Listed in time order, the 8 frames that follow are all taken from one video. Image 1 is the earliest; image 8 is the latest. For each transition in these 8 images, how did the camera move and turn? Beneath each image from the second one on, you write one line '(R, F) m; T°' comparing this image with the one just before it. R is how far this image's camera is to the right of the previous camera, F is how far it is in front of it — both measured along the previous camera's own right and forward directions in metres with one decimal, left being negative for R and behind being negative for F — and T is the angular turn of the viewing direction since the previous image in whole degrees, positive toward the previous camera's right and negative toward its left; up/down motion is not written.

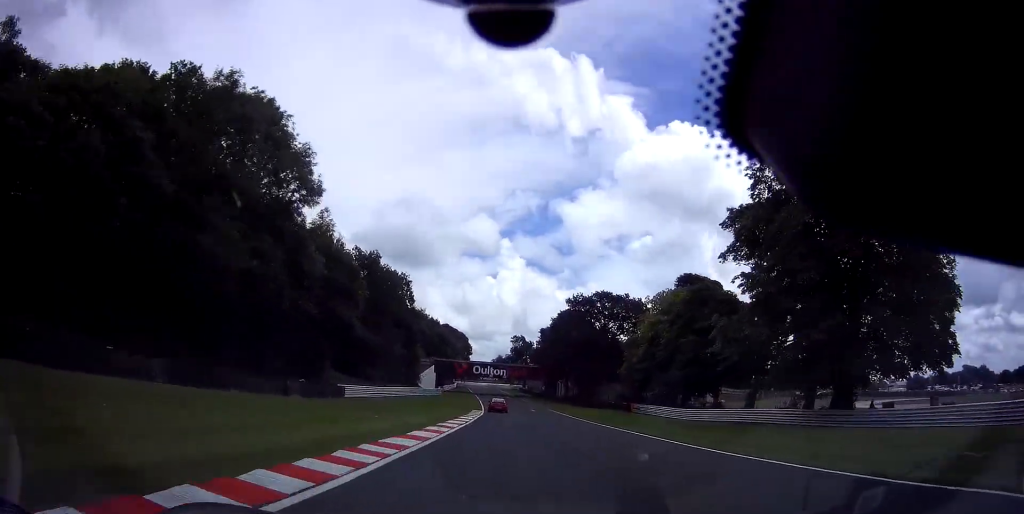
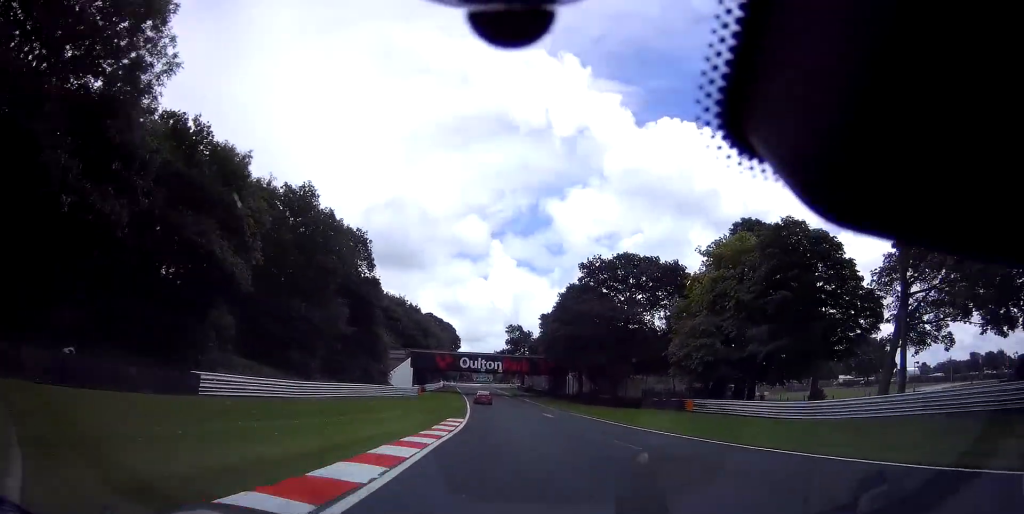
(+0.3, +21.4) m; +1°
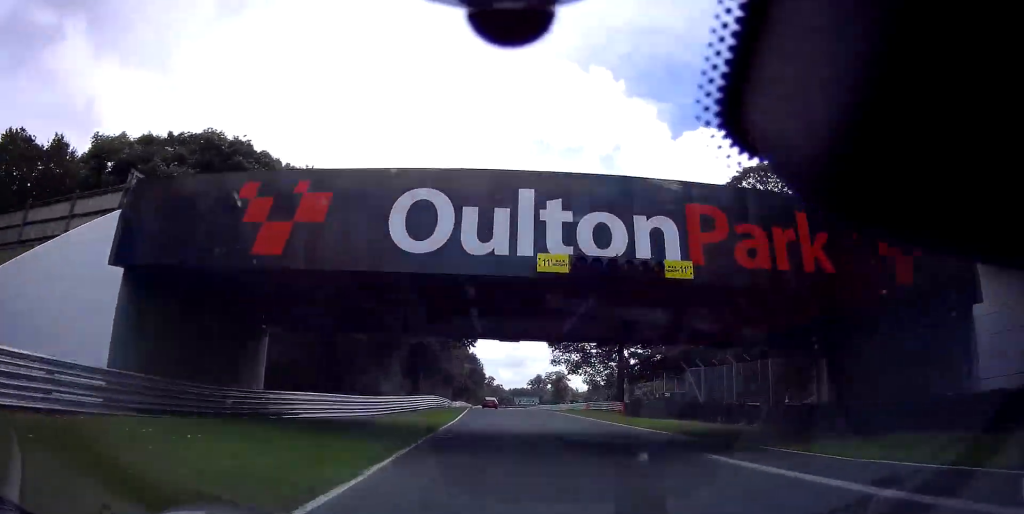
(-1.0, +69.5) m; -3°
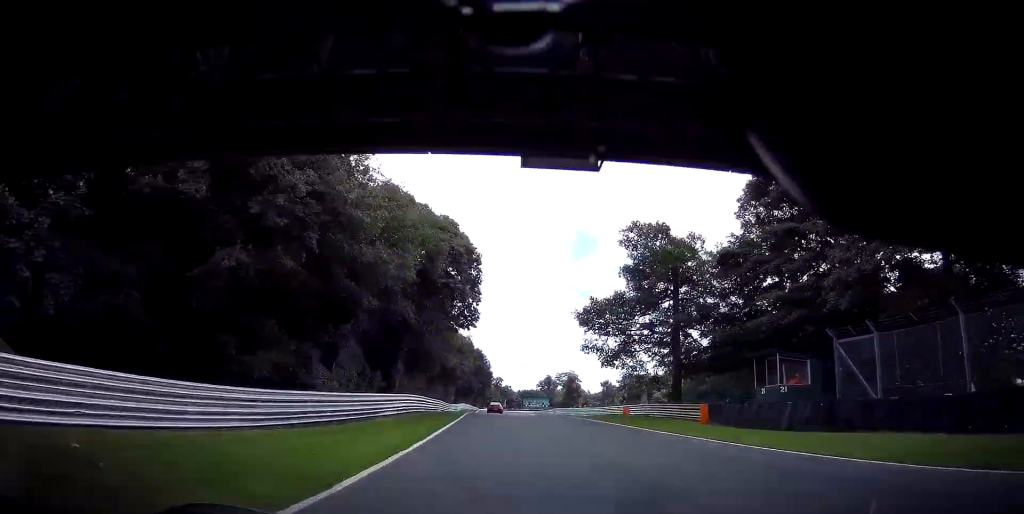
(-0.3, +16.0) m; -1°
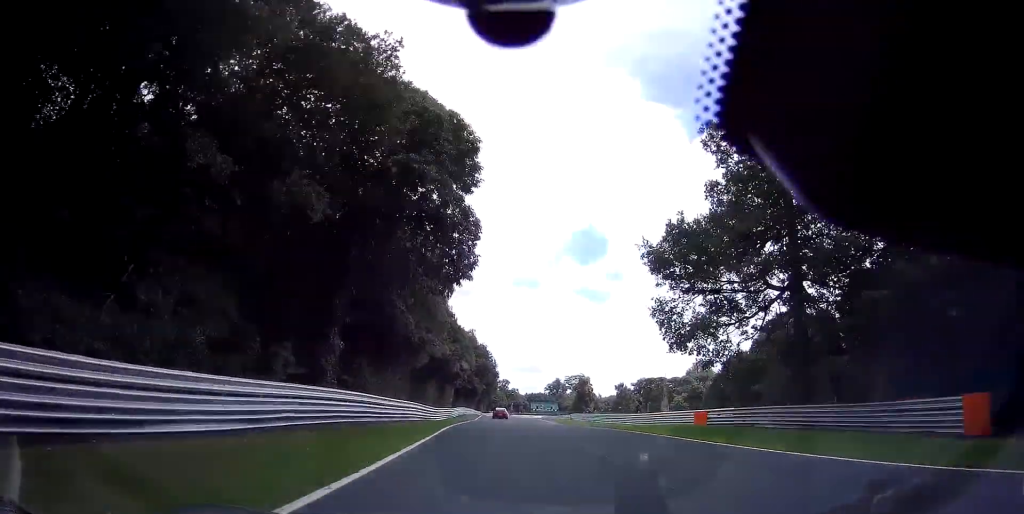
(-0.1, +17.3) m; -1°
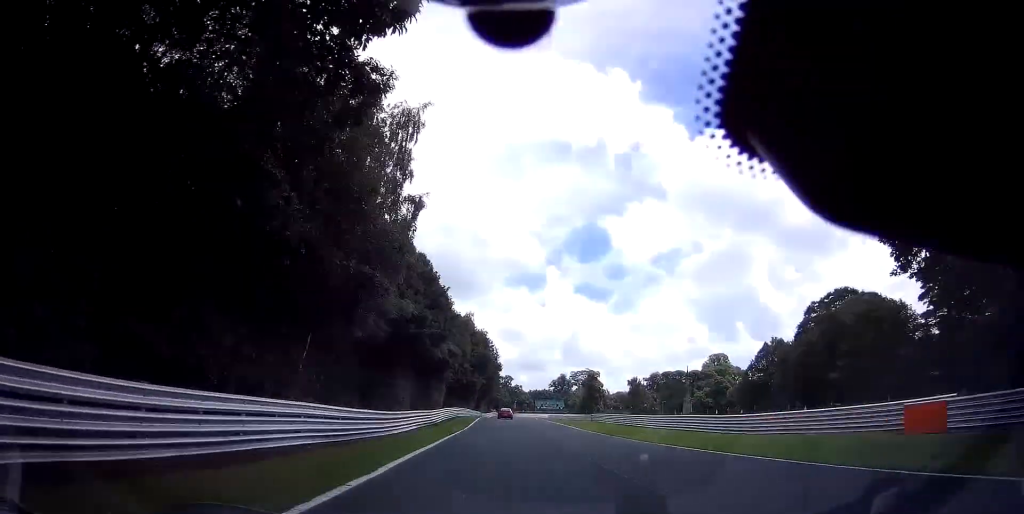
(-0.1, +19.1) m; 0°
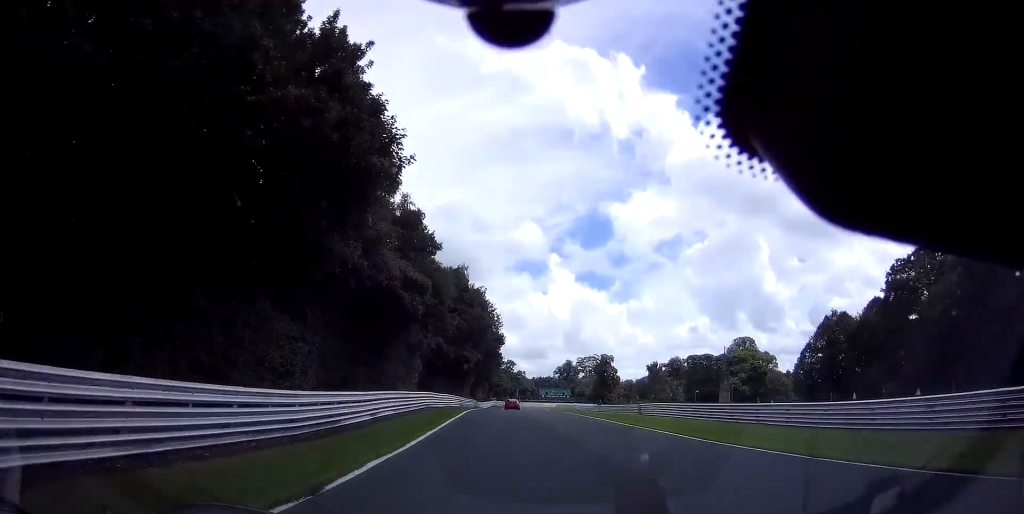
(-0.2, +25.7) m; 0°
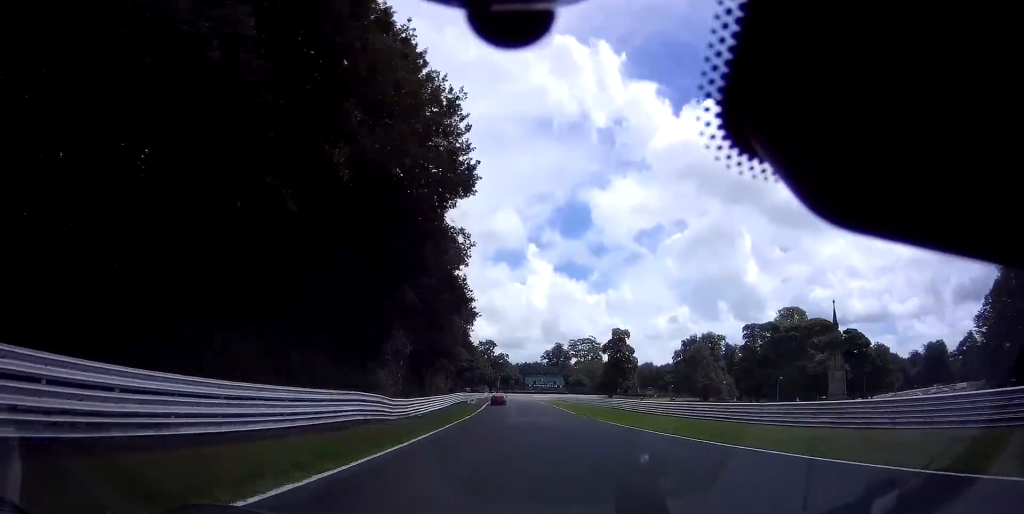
(+0.8, +53.1) m; +1°
